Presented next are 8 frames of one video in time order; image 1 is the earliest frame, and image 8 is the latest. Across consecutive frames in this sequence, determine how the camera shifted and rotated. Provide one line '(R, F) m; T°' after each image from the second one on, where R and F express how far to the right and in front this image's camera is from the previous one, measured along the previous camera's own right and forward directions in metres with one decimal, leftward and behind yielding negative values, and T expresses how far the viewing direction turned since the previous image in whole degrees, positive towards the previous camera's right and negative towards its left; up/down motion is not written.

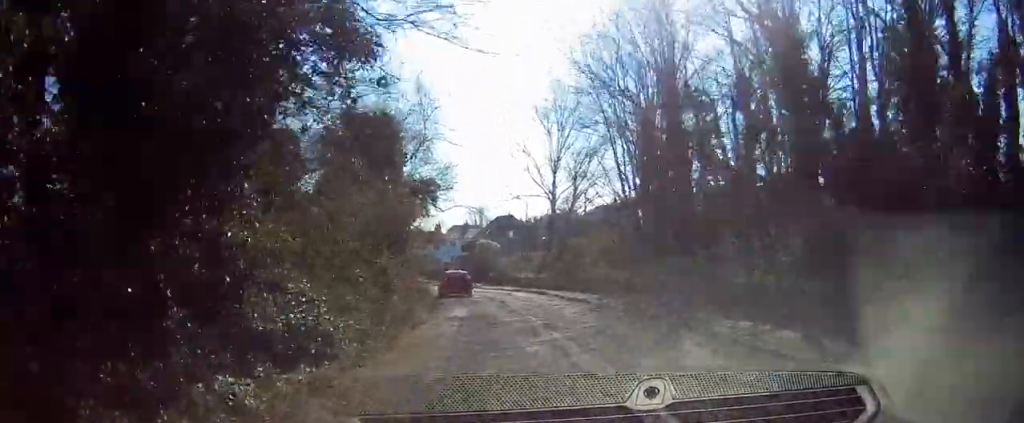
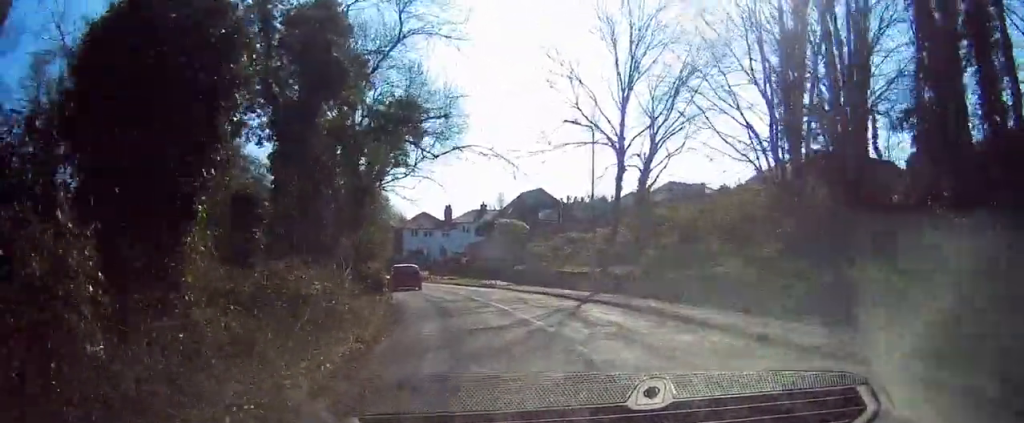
(-0.3, +21.0) m; -2°
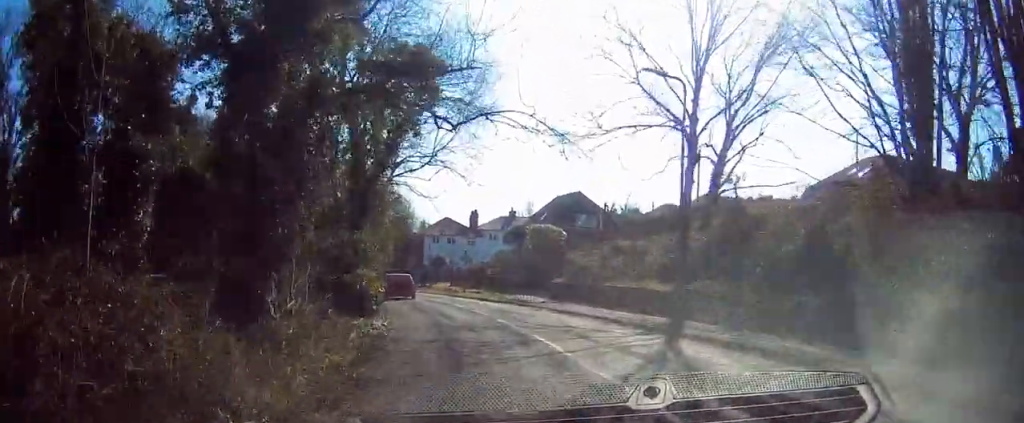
(+0.1, +7.9) m; -3°
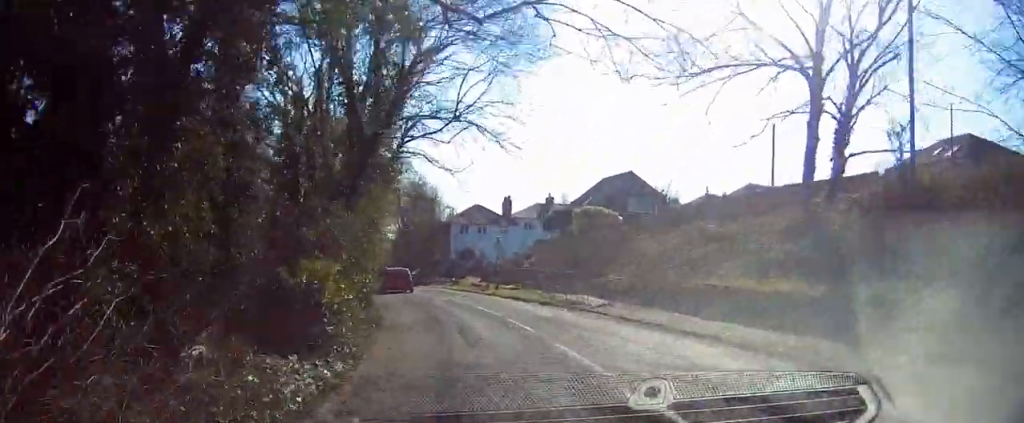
(-0.5, +8.2) m; -3°
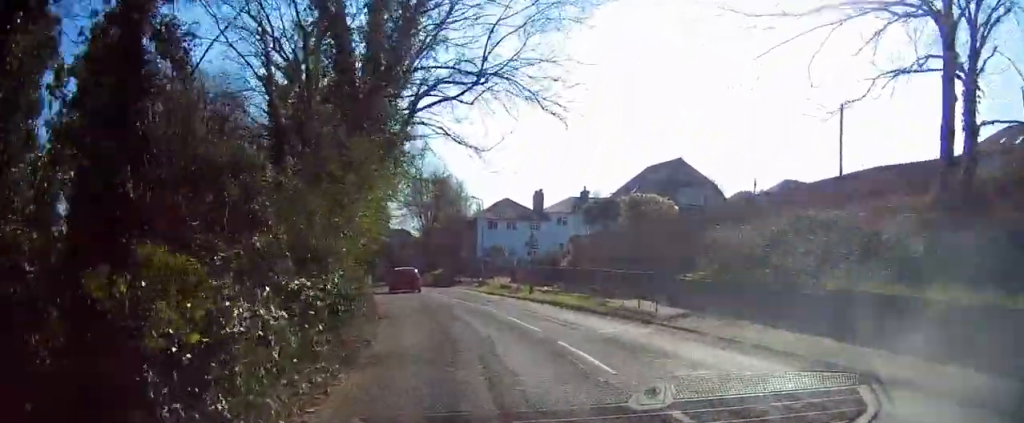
(-0.2, +5.9) m; -2°
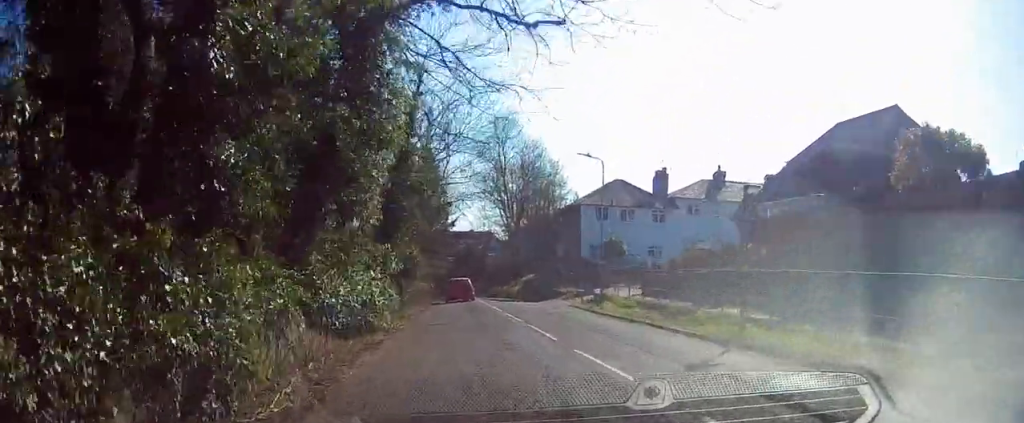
(-0.6, +17.7) m; -3°
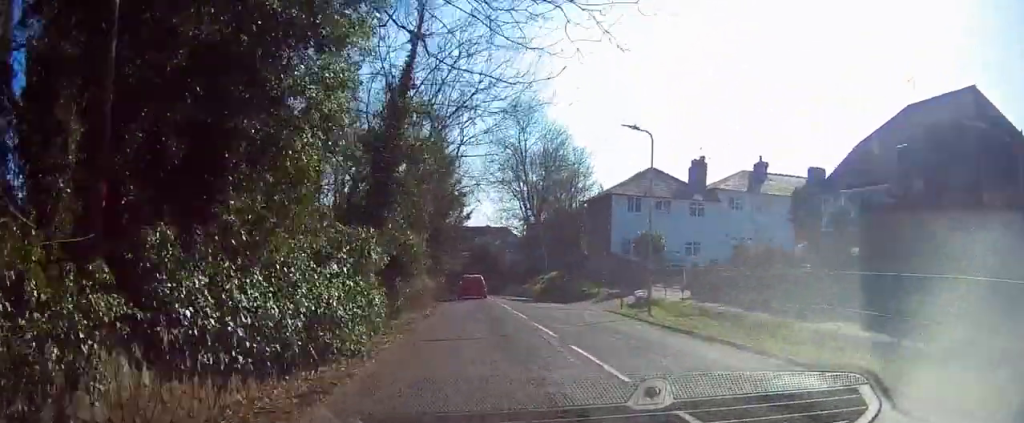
(0.0, +5.0) m; -1°
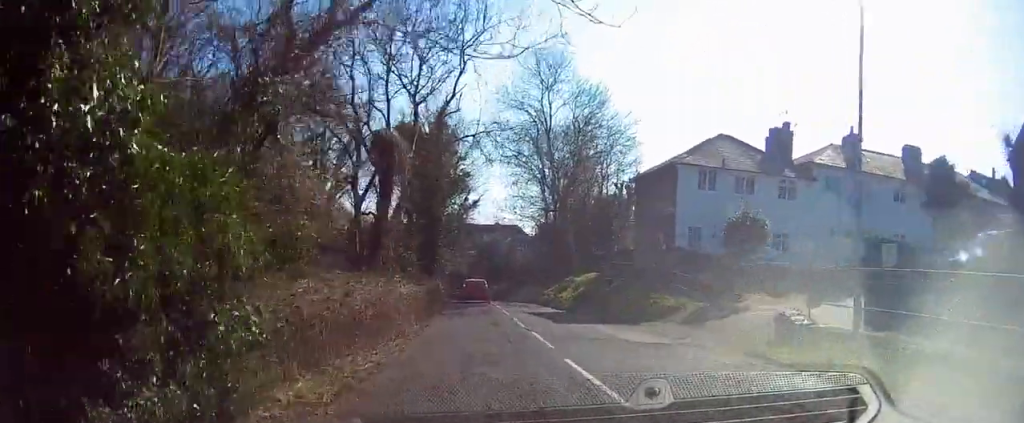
(-0.2, +12.1) m; -3°
